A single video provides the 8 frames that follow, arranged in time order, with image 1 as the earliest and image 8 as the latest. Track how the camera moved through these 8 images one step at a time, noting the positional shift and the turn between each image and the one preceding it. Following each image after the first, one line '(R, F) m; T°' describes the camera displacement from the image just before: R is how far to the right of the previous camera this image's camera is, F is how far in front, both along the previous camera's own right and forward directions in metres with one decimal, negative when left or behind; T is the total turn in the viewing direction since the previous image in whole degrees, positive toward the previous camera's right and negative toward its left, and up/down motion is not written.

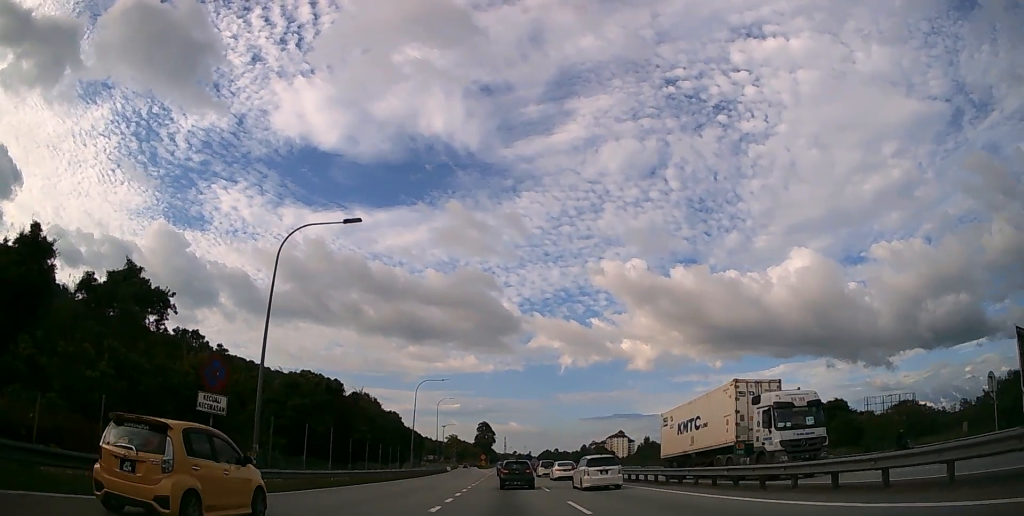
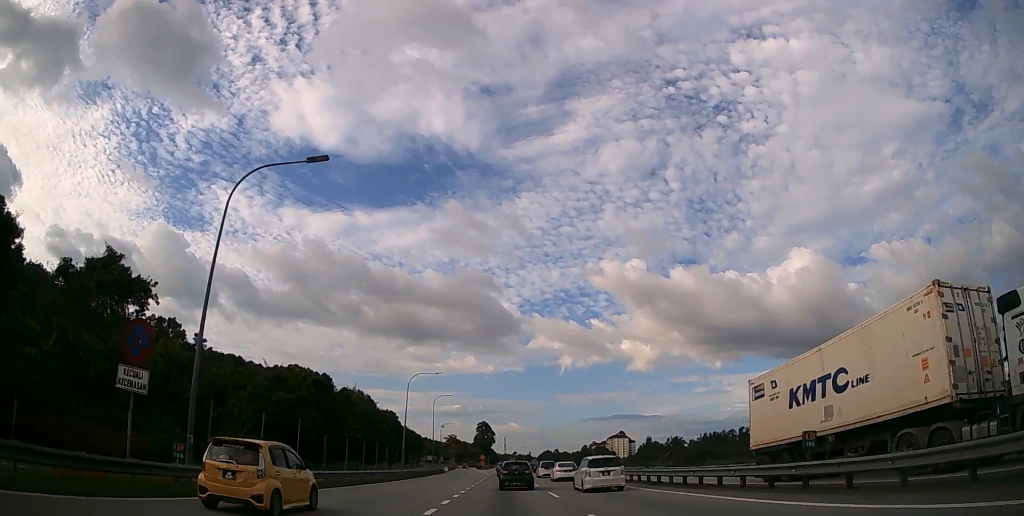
(0.0, +4.2) m; 0°
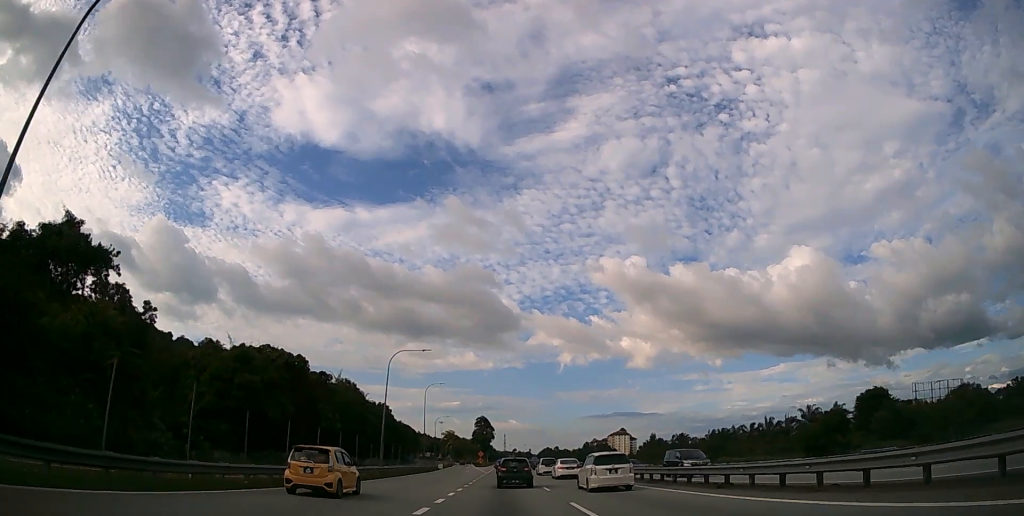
(0.0, +8.2) m; 0°
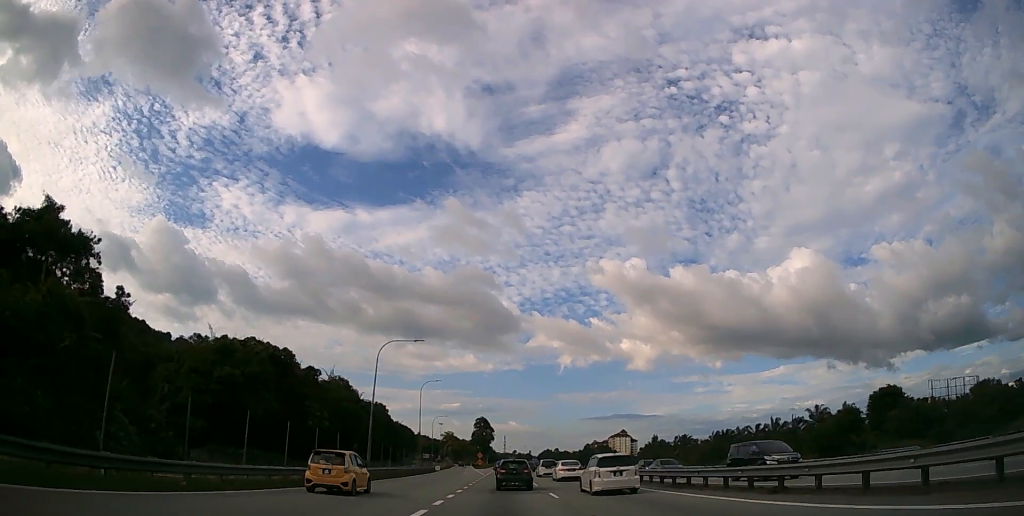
(0.0, +3.9) m; 0°
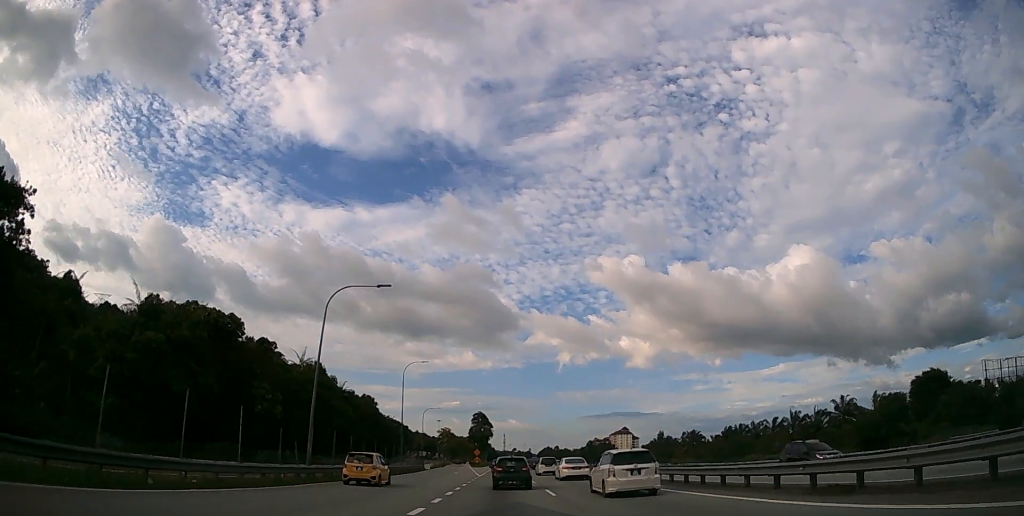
(0.0, +11.7) m; 0°
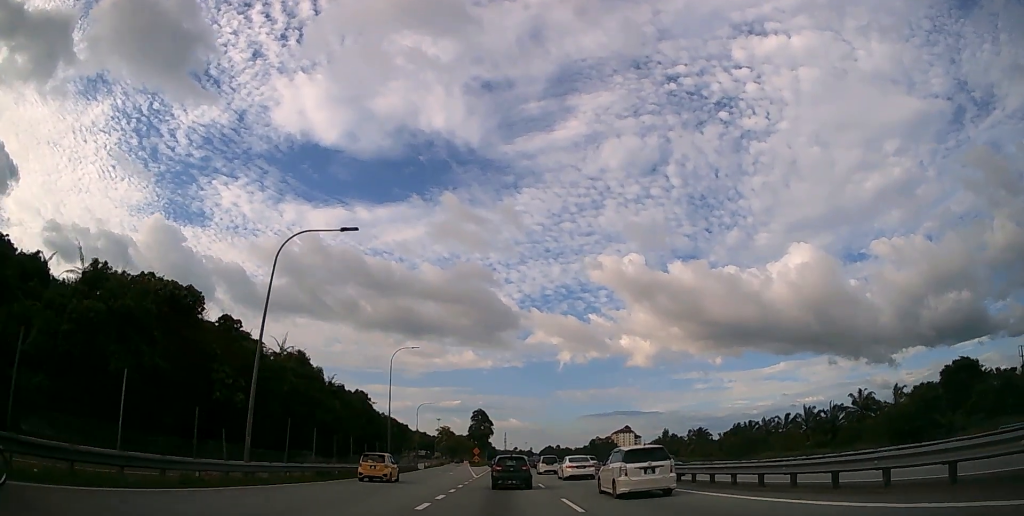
(0.0, +7.1) m; 0°
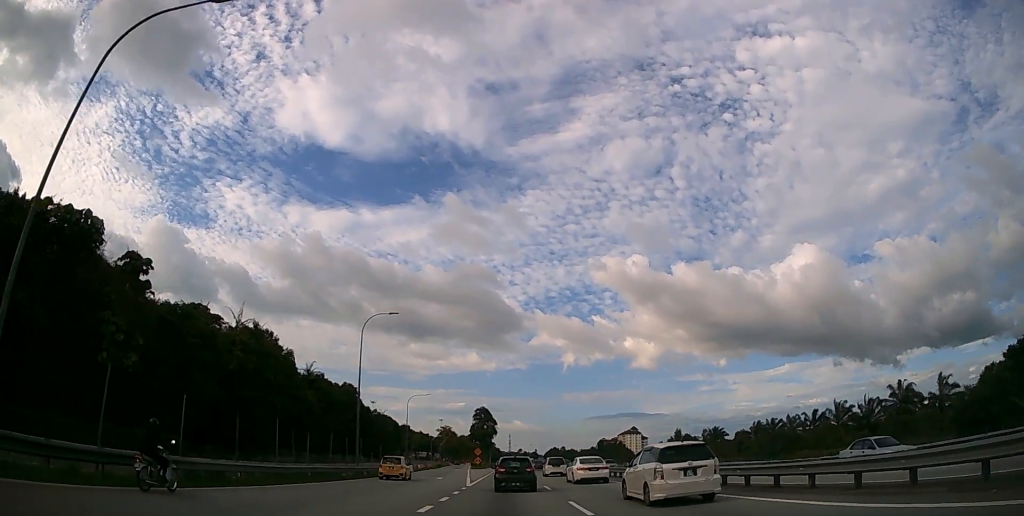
(0.0, +13.0) m; 0°
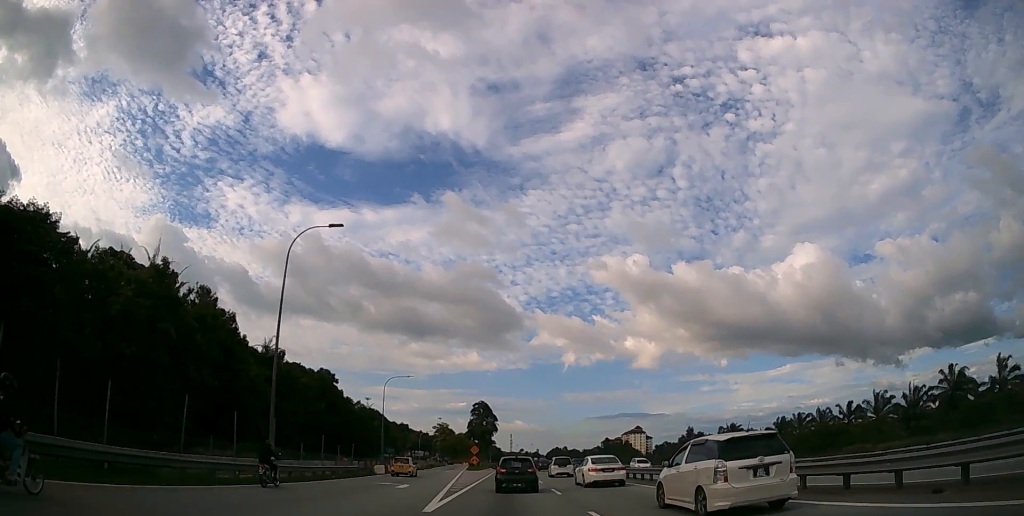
(-0.1, +15.4) m; -1°
